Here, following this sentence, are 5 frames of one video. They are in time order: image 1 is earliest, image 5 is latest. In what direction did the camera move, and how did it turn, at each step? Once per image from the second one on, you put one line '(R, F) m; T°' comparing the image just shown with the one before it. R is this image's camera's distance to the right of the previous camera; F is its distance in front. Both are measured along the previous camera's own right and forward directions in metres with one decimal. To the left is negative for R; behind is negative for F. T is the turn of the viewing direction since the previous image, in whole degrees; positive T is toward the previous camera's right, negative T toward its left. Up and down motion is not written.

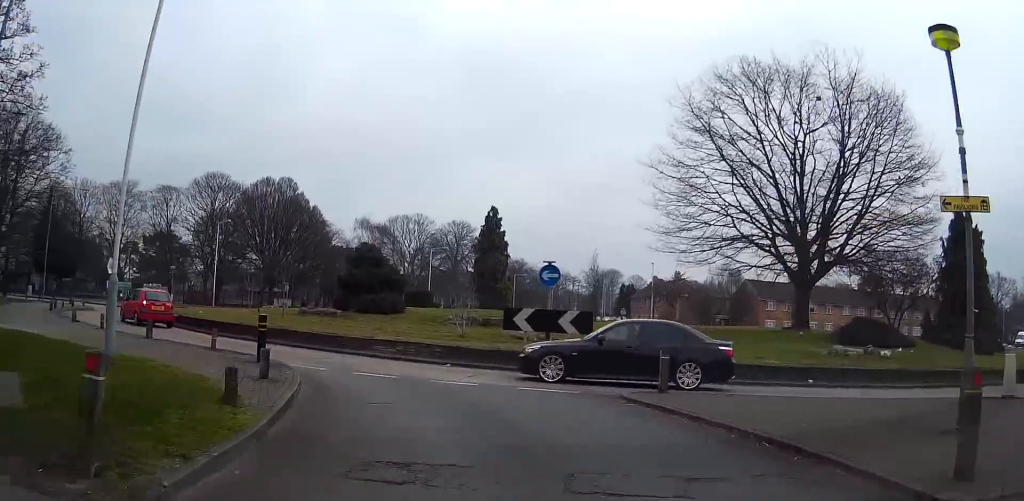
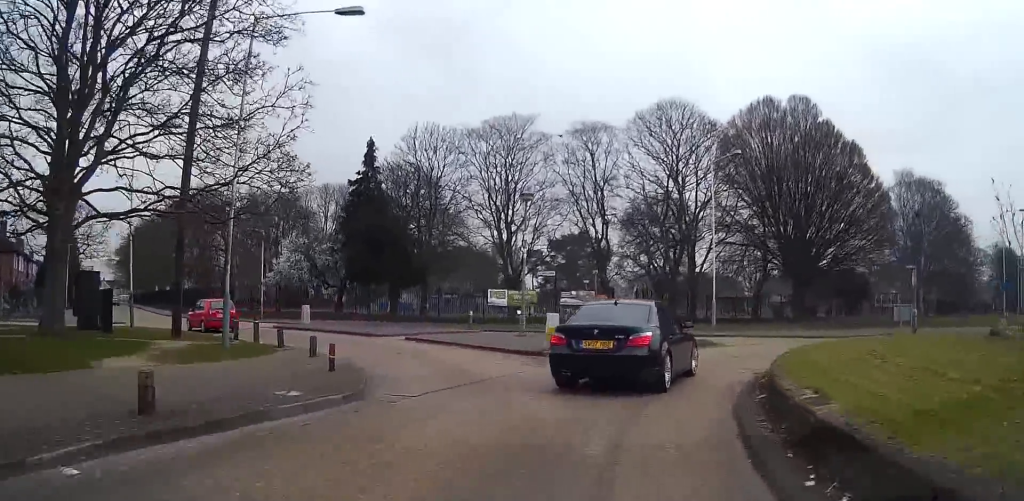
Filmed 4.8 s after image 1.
(-15.3, +32.5) m; -28°
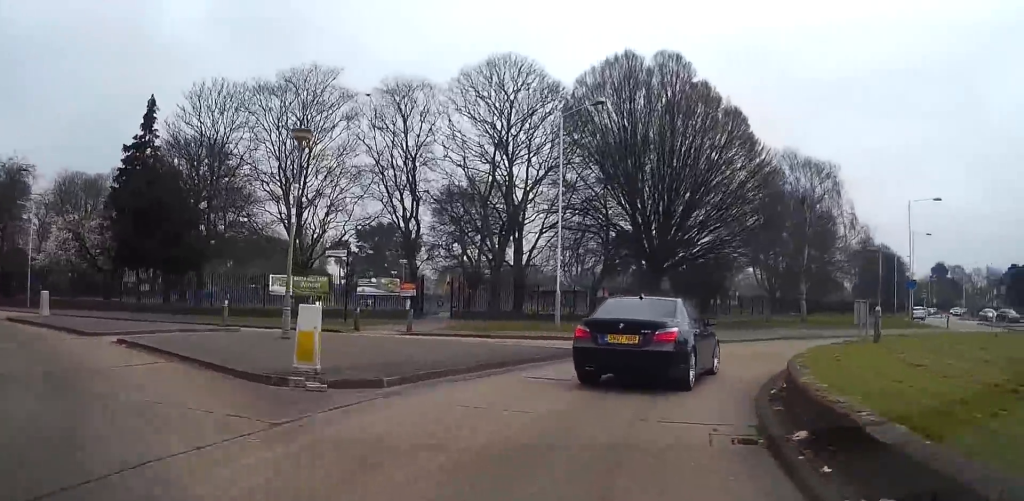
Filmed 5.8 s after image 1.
(+0.8, +8.6) m; +18°
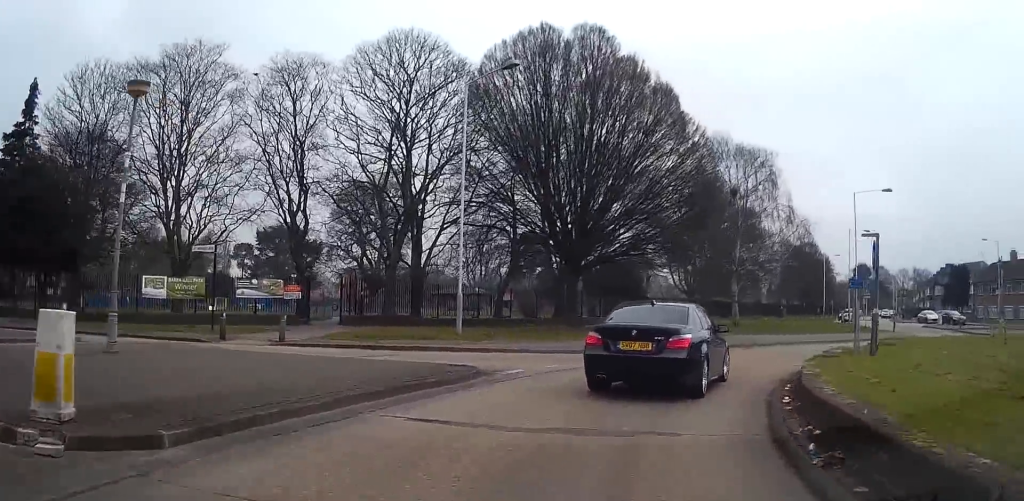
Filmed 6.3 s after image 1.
(+0.1, +4.1) m; +10°
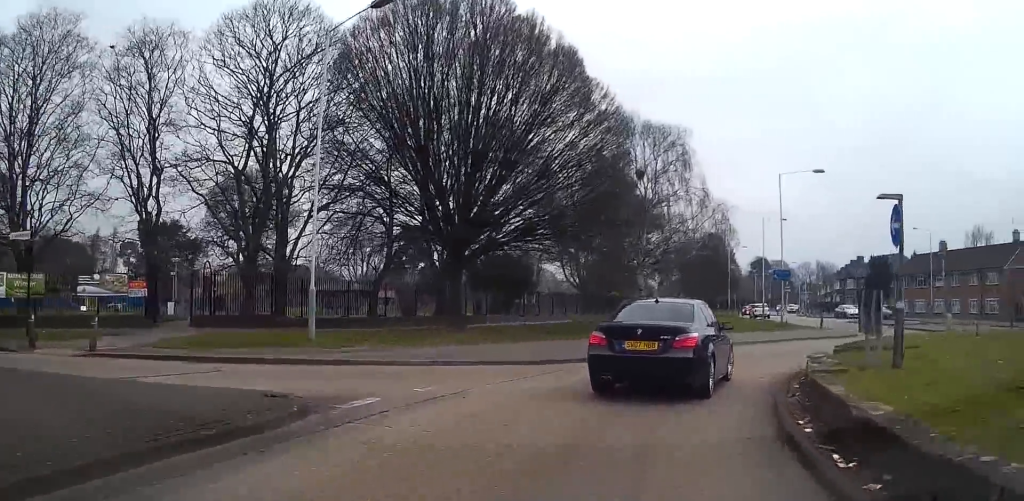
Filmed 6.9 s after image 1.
(+1.1, +4.6) m; +9°
